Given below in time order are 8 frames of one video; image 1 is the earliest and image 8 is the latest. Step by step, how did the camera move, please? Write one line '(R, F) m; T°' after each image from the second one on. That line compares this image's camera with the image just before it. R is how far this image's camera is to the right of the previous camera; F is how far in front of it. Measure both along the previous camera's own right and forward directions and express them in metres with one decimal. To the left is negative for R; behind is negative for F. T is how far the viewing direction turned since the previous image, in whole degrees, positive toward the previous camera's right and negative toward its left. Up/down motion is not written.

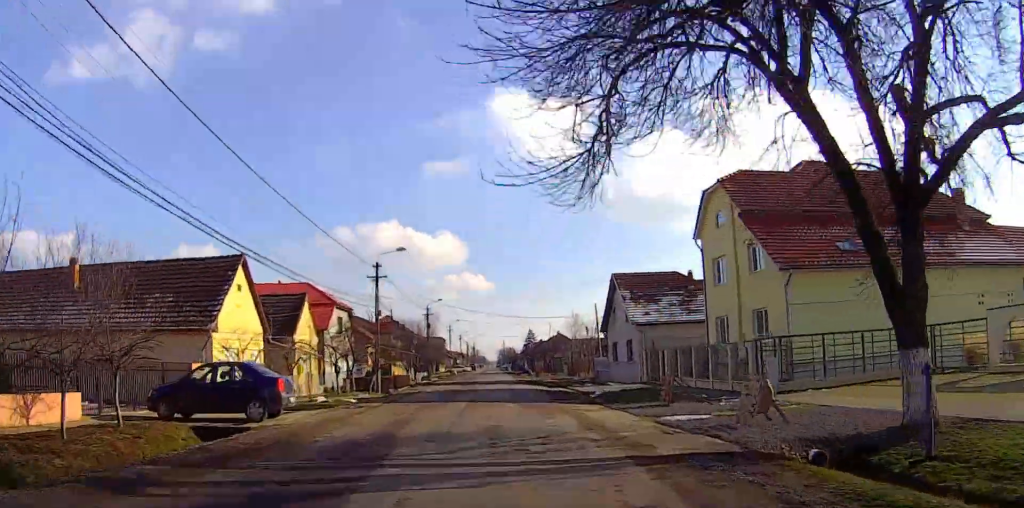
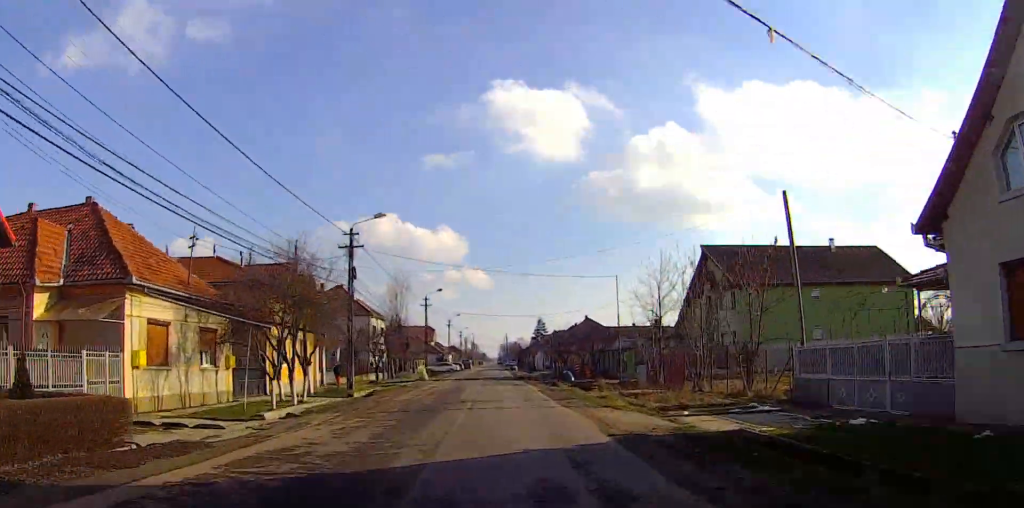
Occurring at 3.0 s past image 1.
(-0.6, +43.8) m; -1°
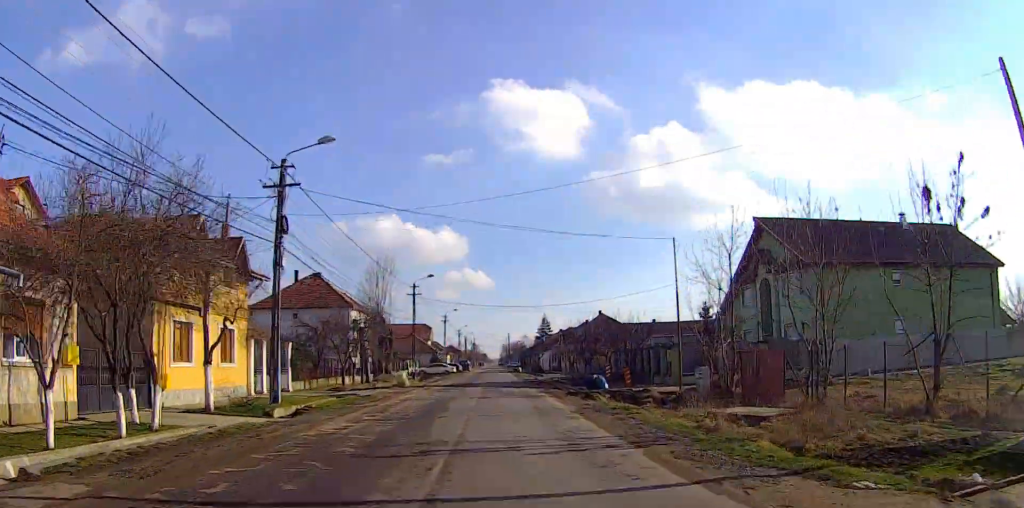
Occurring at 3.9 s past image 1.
(-0.2, +12.5) m; 0°
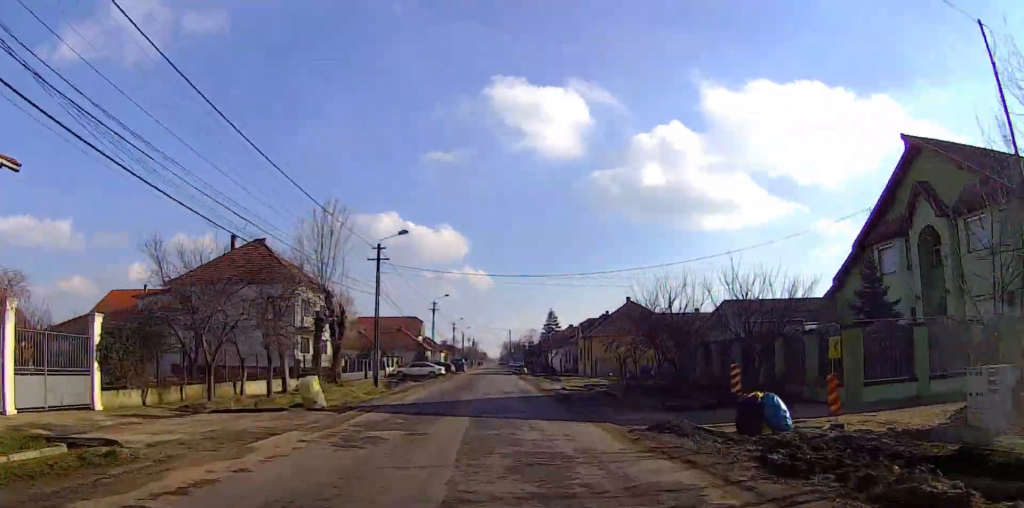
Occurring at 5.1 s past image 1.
(0.0, +18.6) m; 0°
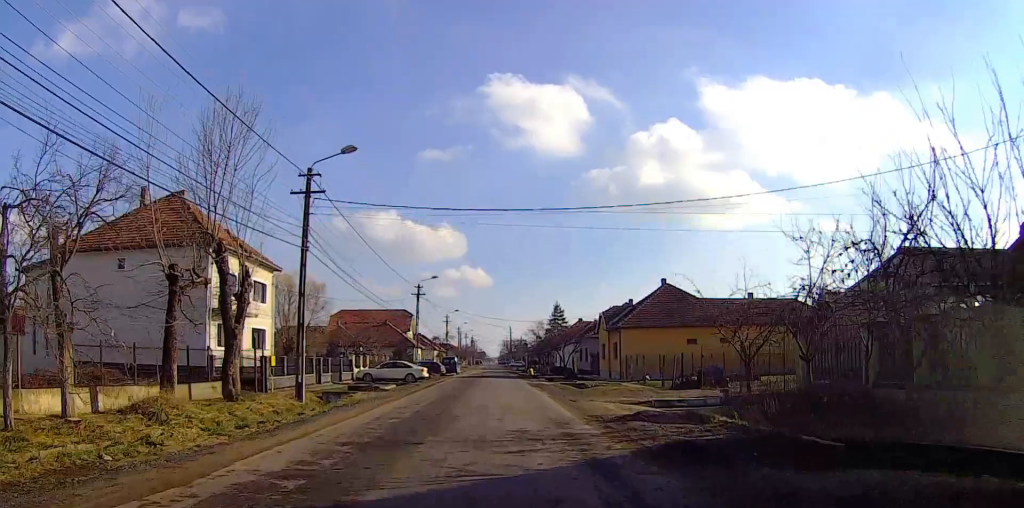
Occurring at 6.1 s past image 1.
(+0.3, +14.9) m; 0°
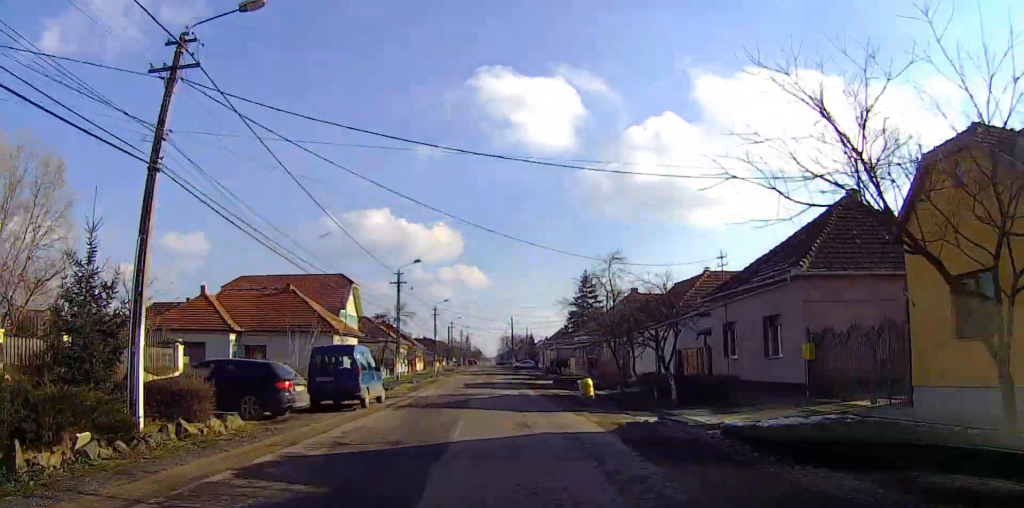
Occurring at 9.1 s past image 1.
(+0.5, +48.1) m; +1°
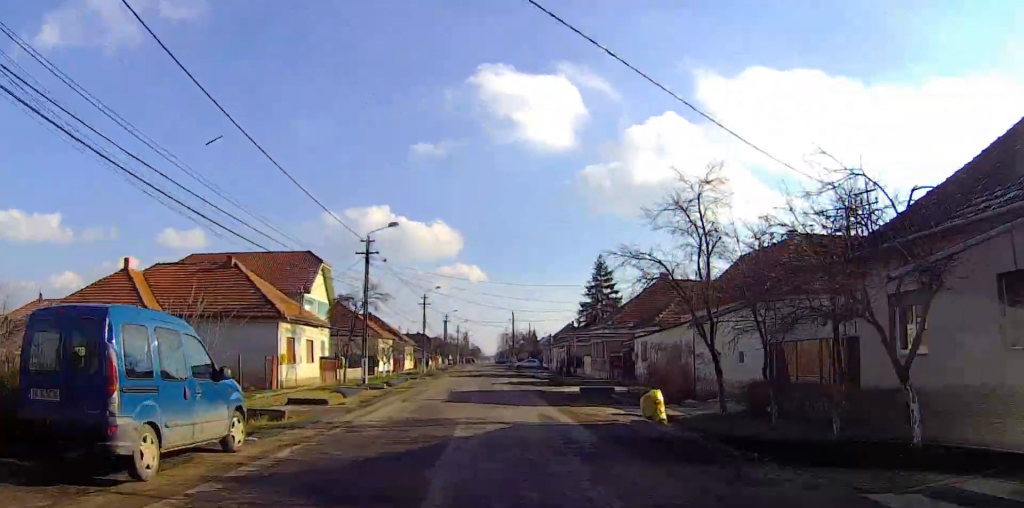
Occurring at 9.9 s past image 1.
(+0.3, +13.2) m; 0°
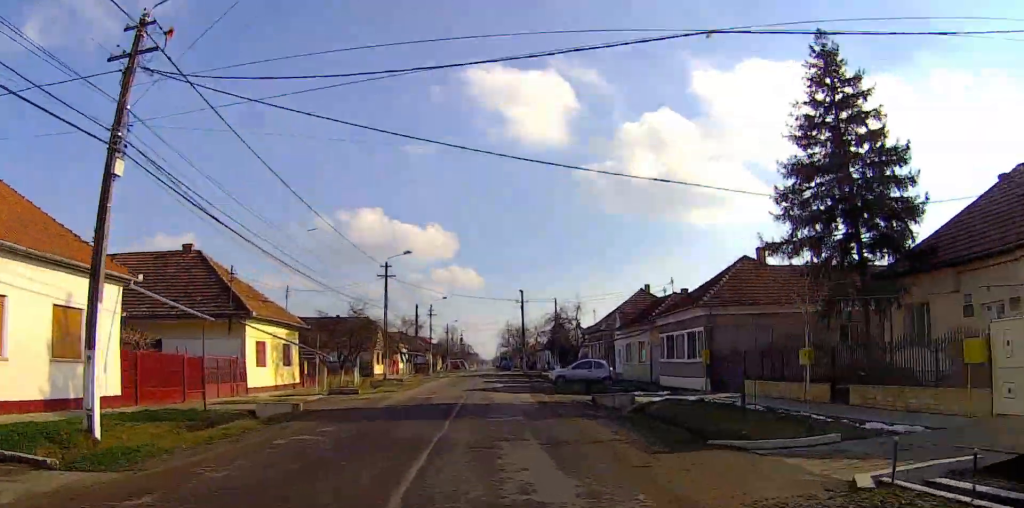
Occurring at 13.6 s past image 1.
(-0.5, +57.2) m; -1°
